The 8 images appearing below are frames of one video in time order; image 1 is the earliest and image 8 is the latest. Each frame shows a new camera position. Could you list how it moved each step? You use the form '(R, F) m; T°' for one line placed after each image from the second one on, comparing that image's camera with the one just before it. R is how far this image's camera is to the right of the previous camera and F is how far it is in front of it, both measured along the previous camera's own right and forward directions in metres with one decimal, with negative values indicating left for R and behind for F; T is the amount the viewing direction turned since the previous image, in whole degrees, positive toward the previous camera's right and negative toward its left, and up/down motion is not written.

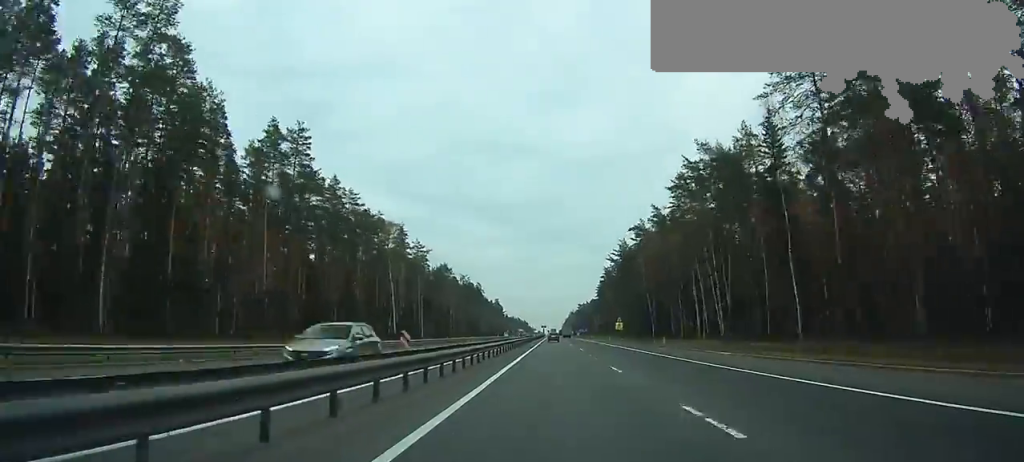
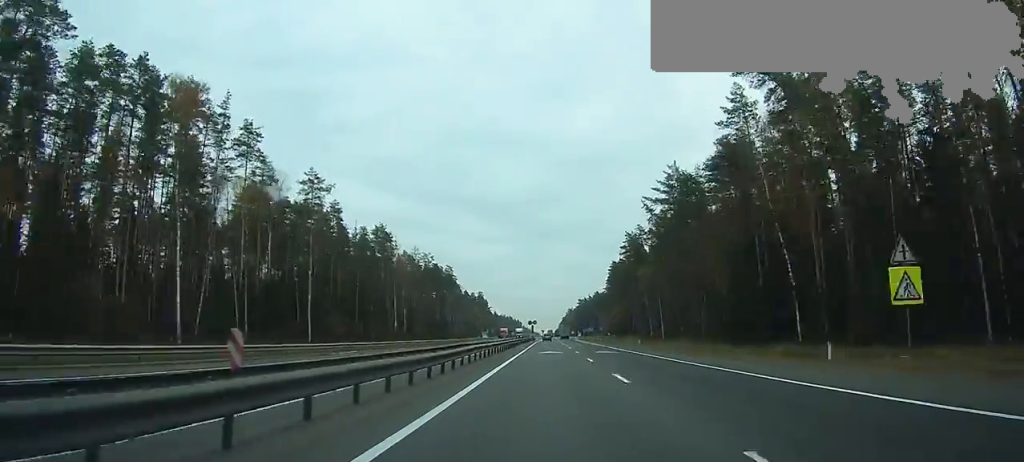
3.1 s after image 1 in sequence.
(+0.2, +89.7) m; 0°
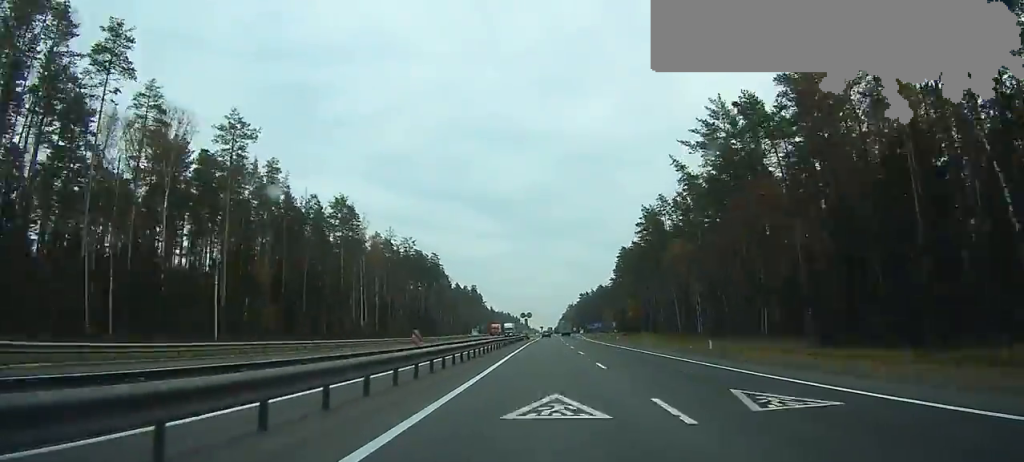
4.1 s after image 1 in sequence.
(0.0, +30.9) m; 0°
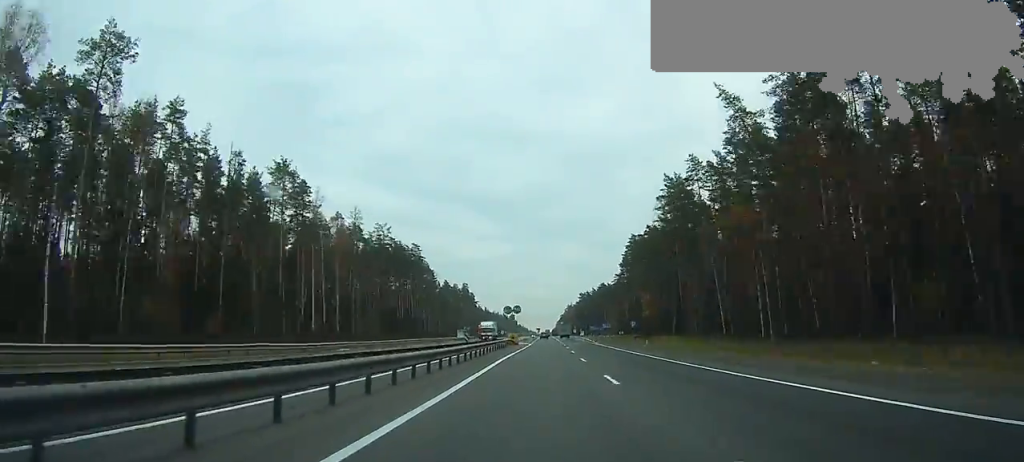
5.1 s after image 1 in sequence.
(0.0, +28.6) m; 0°
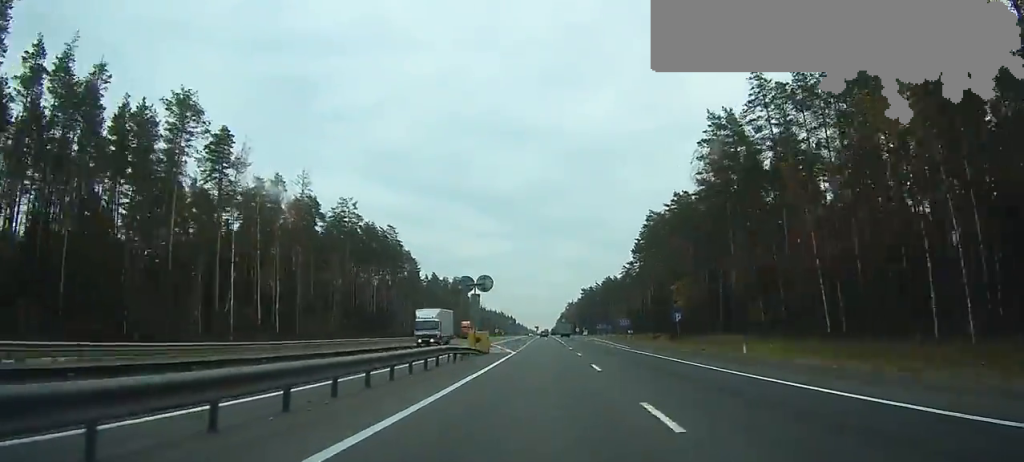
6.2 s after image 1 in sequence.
(0.0, +30.1) m; 0°
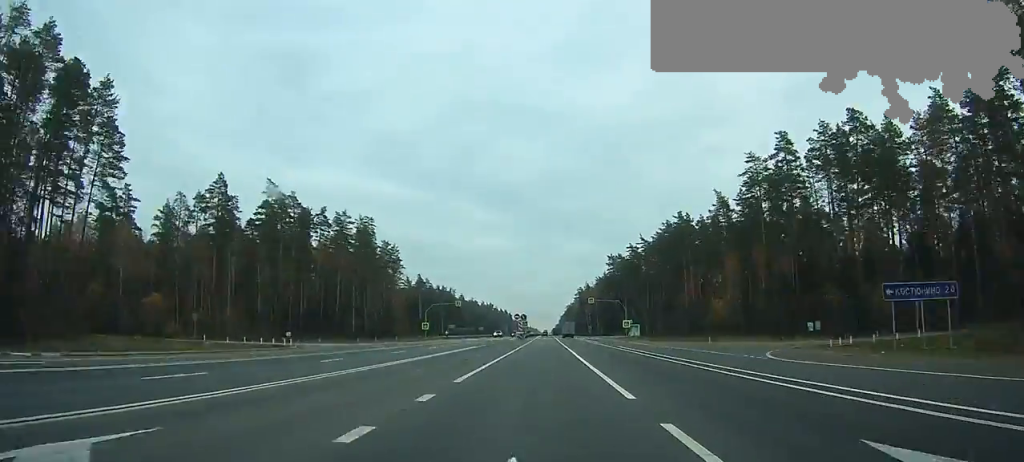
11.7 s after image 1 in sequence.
(-0.5, +148.0) m; -1°
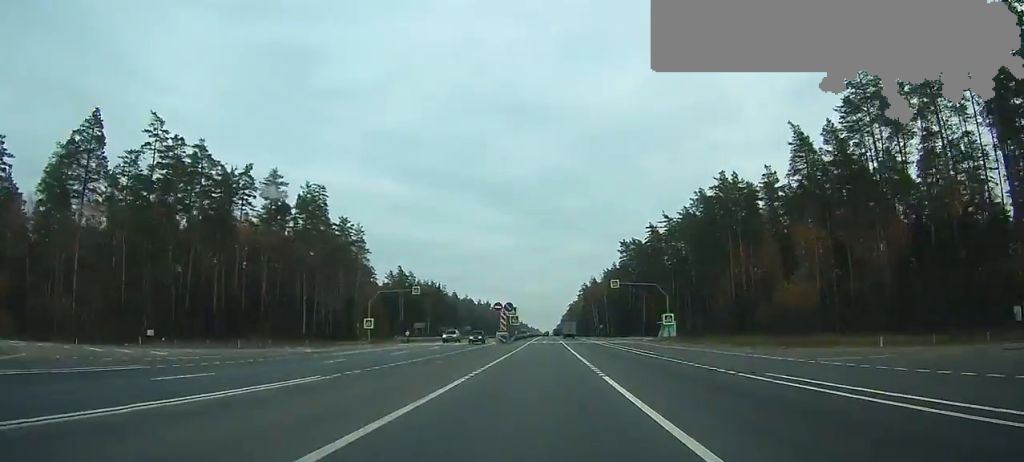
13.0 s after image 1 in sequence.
(0.0, +33.7) m; 0°
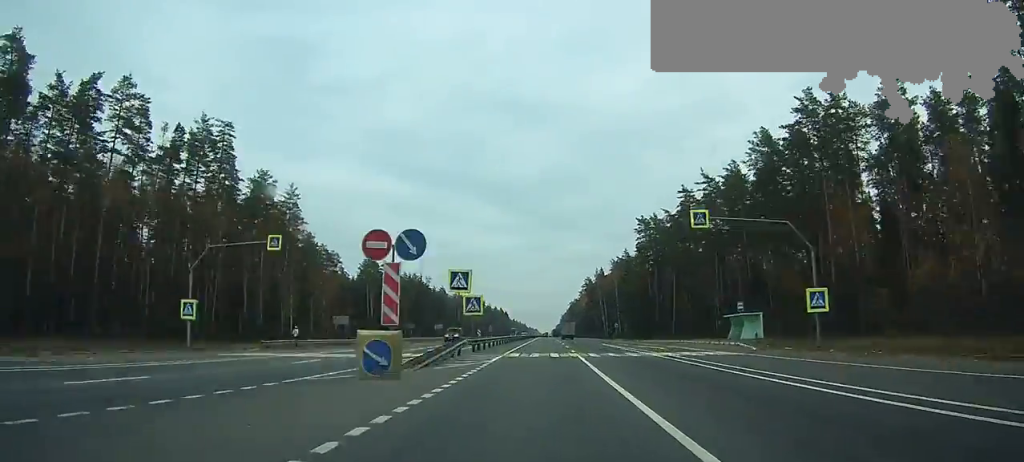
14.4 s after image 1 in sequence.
(0.0, +38.8) m; 0°
